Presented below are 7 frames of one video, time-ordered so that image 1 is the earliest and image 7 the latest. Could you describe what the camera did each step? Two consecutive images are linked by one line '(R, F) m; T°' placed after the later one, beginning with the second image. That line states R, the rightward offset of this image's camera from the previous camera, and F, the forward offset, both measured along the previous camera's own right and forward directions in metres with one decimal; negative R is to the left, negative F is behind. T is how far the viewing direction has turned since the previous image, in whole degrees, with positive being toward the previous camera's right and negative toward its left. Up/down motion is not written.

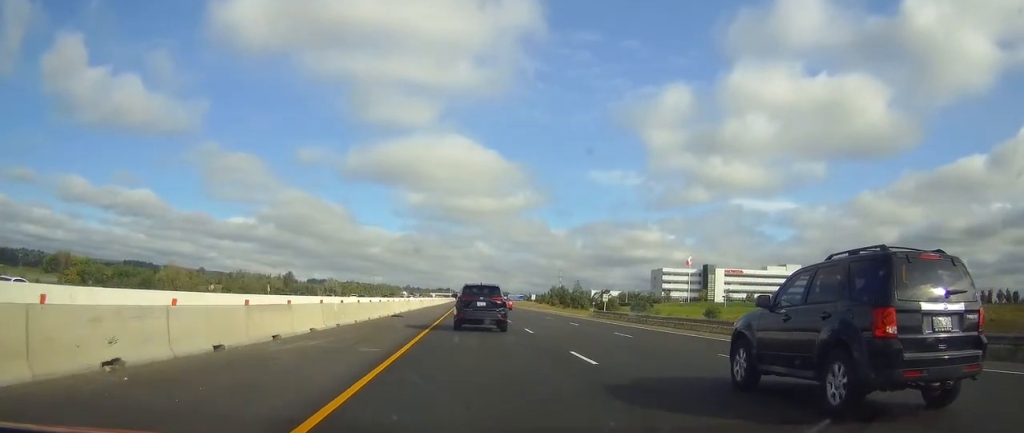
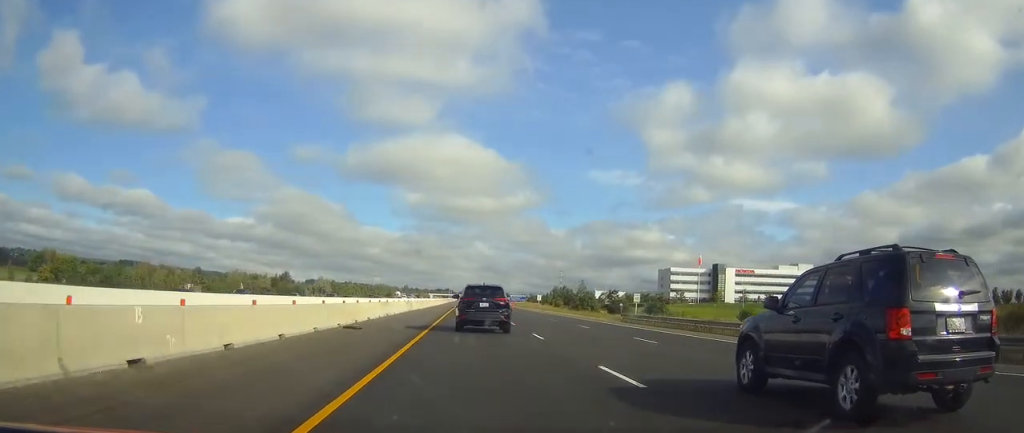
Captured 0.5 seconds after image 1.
(0.0, +15.5) m; 0°
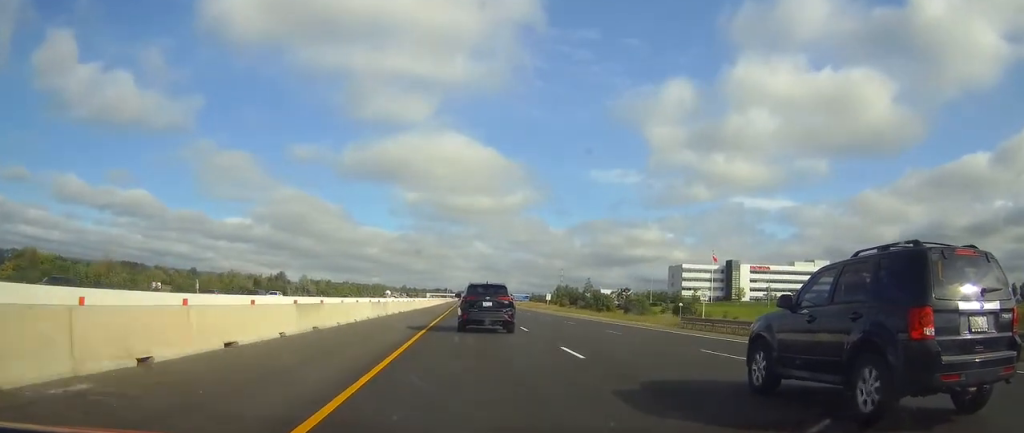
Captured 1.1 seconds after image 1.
(0.0, +19.5) m; 0°
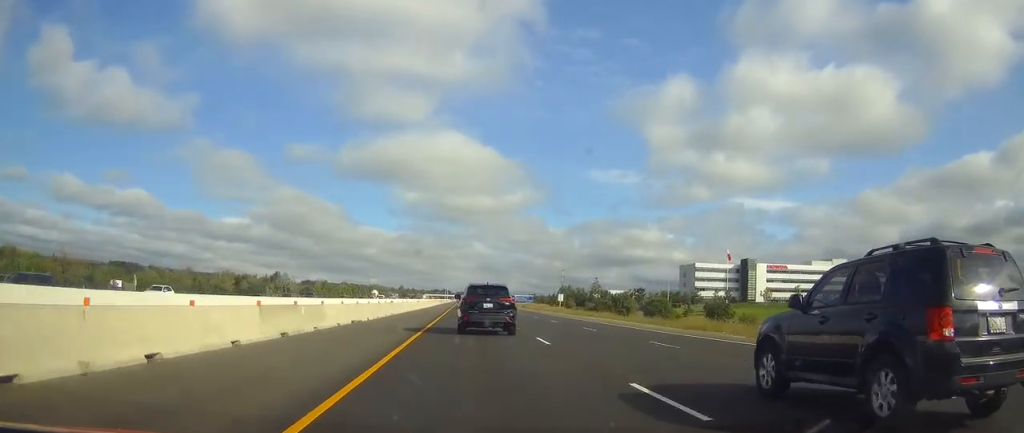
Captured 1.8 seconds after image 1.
(0.0, +19.4) m; 0°
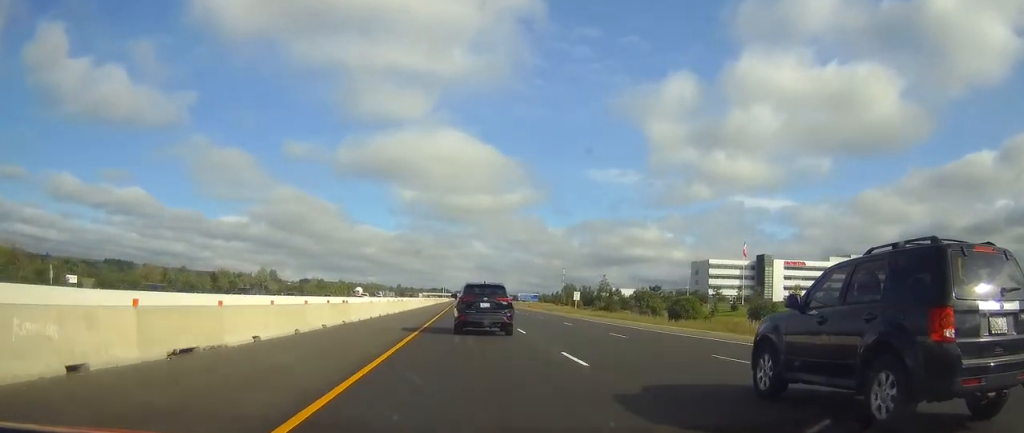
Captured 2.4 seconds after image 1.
(0.0, +18.2) m; 0°
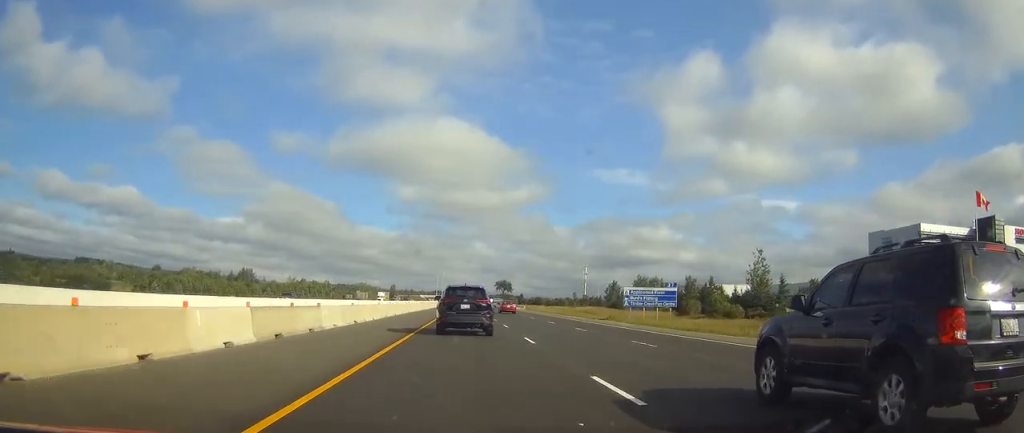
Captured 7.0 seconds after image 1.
(-0.3, +138.6) m; 0°
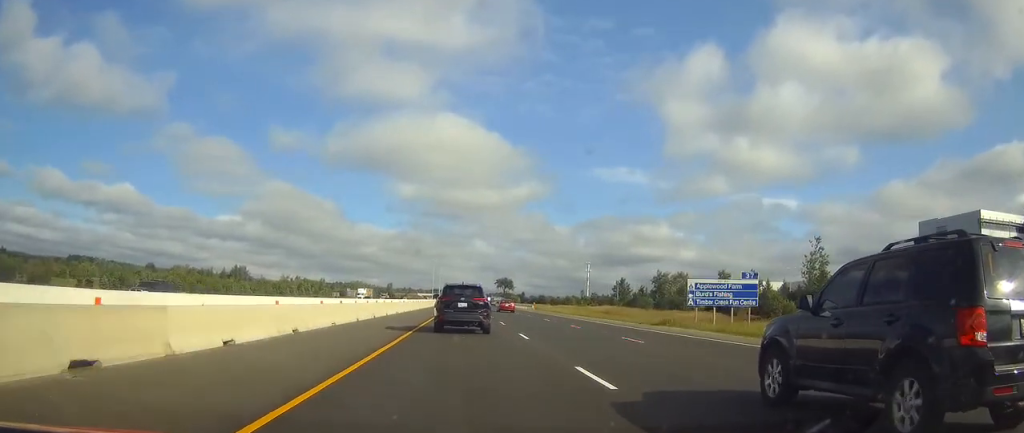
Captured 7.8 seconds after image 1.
(-0.1, +22.9) m; 0°
